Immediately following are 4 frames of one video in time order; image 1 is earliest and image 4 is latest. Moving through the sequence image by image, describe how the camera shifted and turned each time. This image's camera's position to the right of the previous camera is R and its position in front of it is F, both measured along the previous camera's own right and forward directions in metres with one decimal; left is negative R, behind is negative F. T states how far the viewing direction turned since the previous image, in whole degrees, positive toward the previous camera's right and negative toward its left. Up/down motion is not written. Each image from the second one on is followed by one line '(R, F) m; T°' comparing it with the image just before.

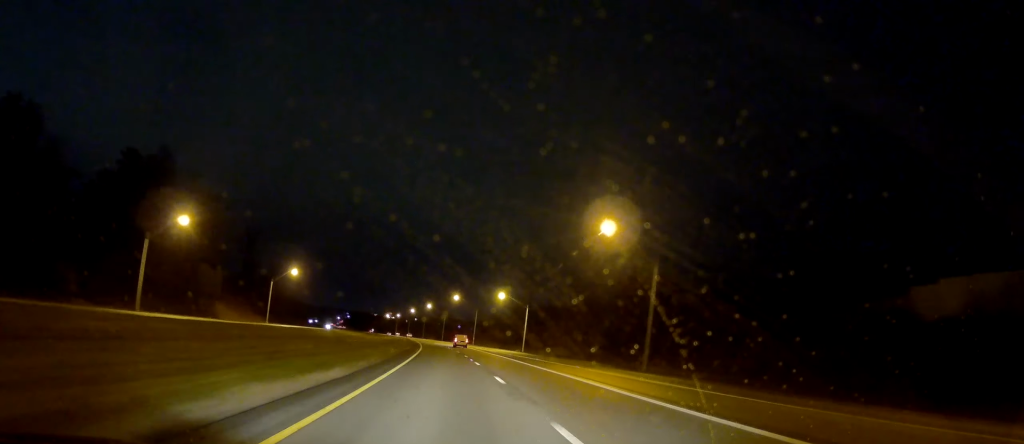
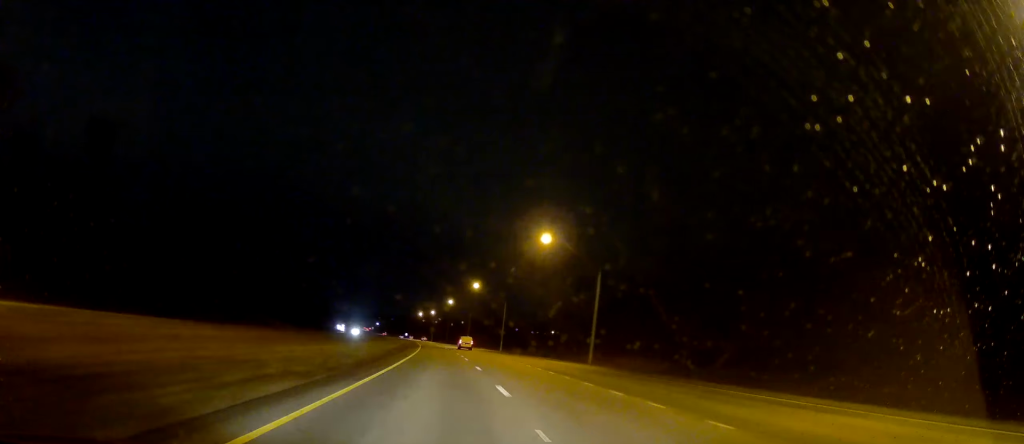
(-3.7, +100.0) m; -4°
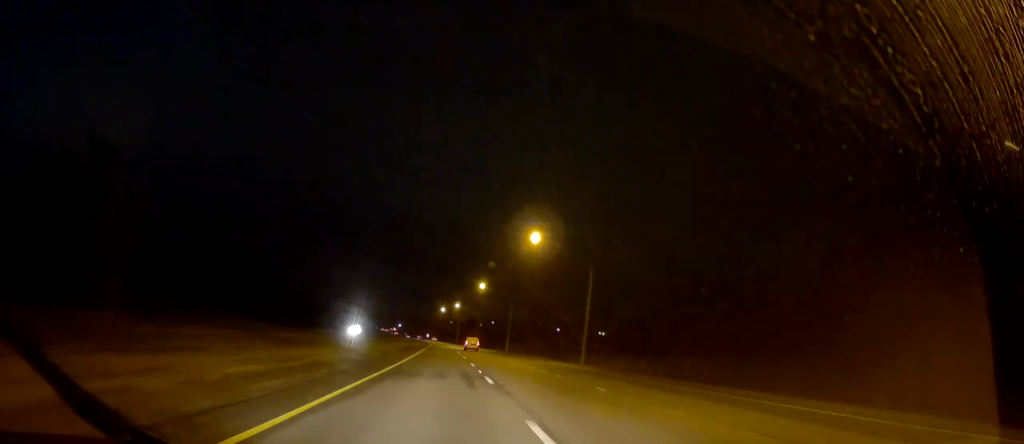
(-0.9, +55.2) m; -3°
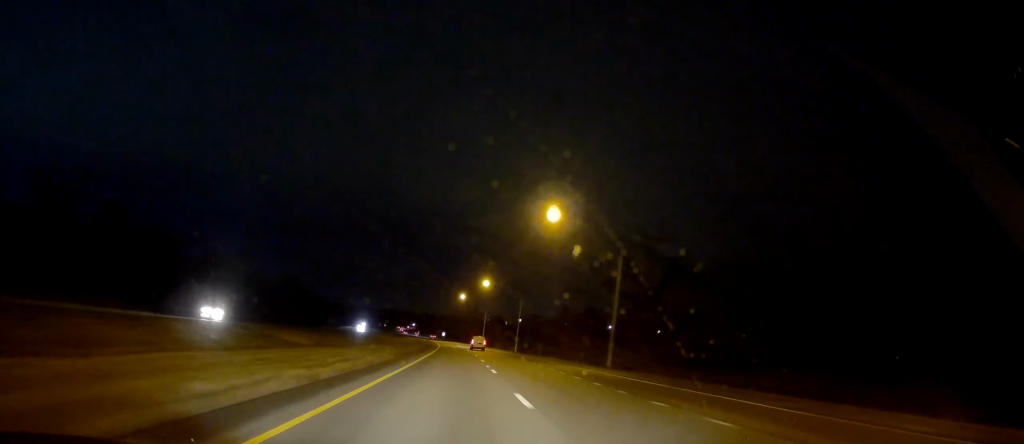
(-1.4, +66.9) m; -2°
